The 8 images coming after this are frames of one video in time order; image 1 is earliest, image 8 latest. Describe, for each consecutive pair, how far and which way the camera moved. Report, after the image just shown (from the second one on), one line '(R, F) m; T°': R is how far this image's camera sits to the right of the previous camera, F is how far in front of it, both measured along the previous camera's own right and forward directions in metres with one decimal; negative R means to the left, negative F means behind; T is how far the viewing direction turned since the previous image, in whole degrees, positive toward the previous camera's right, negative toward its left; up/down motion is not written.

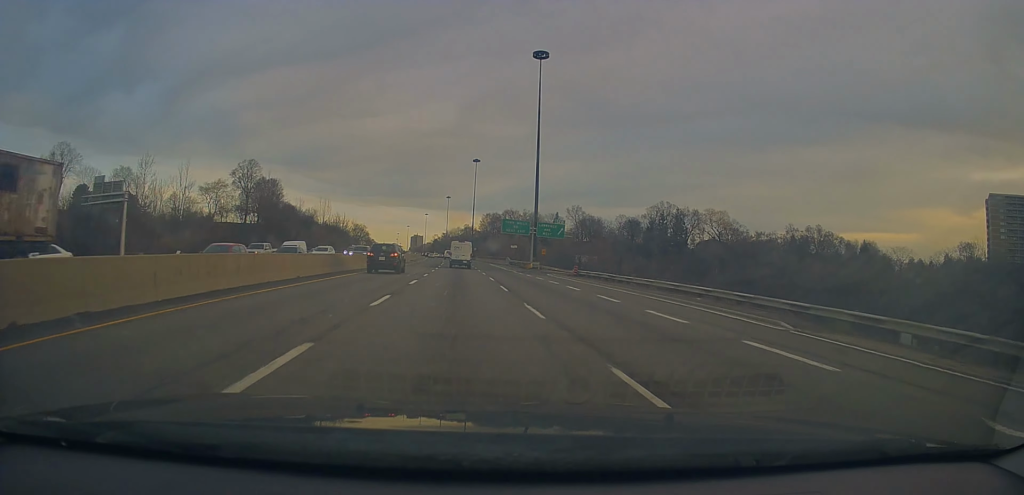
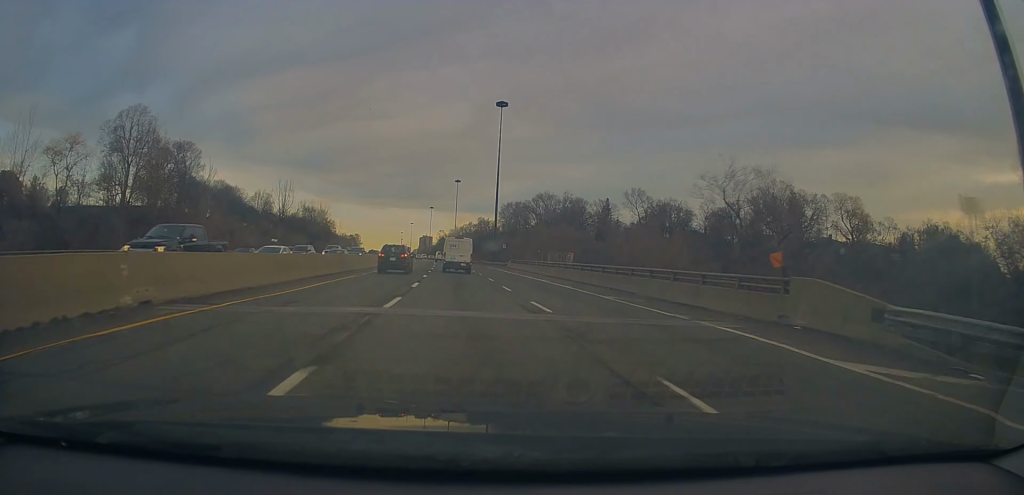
(-0.4, +79.9) m; -2°
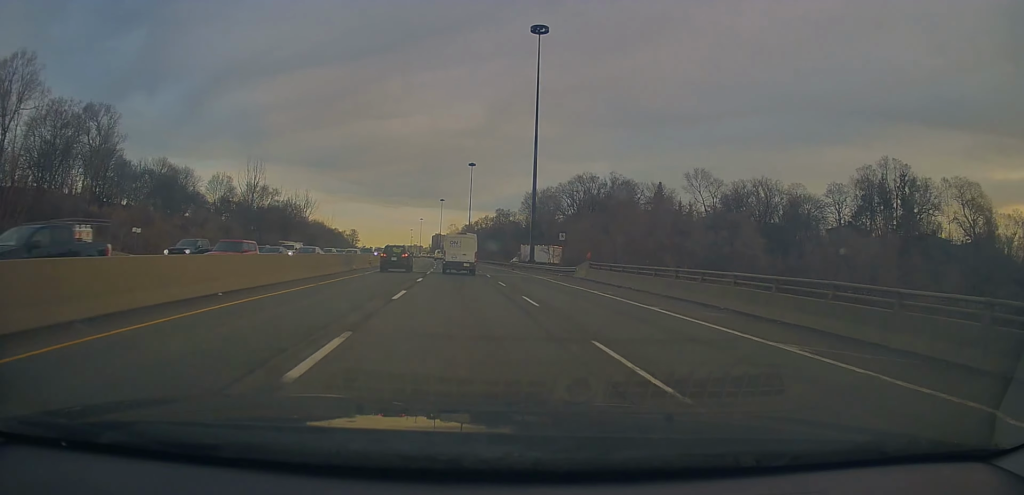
(-0.5, +43.3) m; -1°
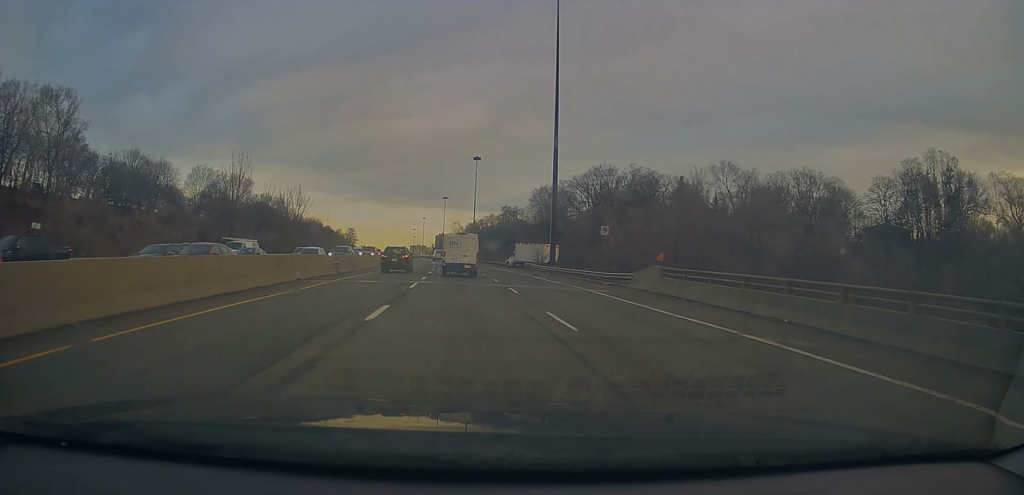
(0.0, +14.2) m; 0°
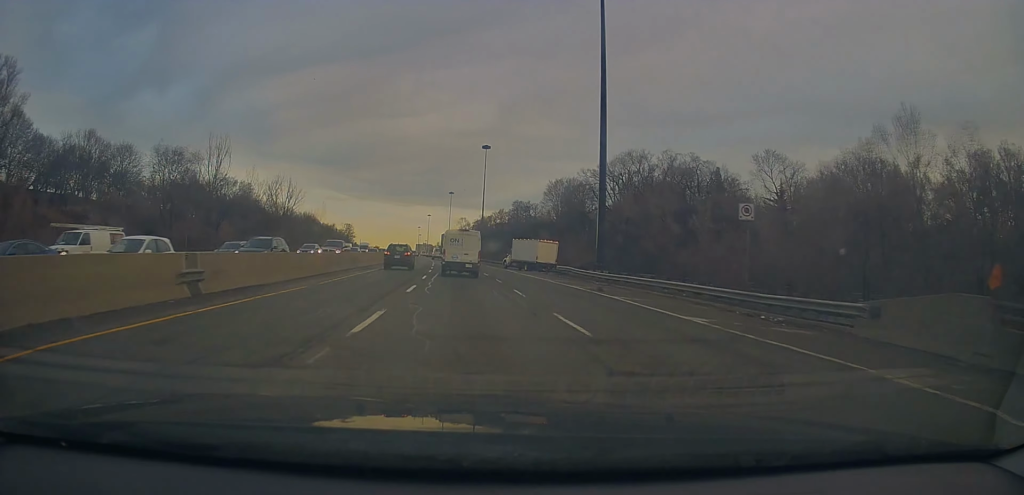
(-0.2, +18.9) m; -1°
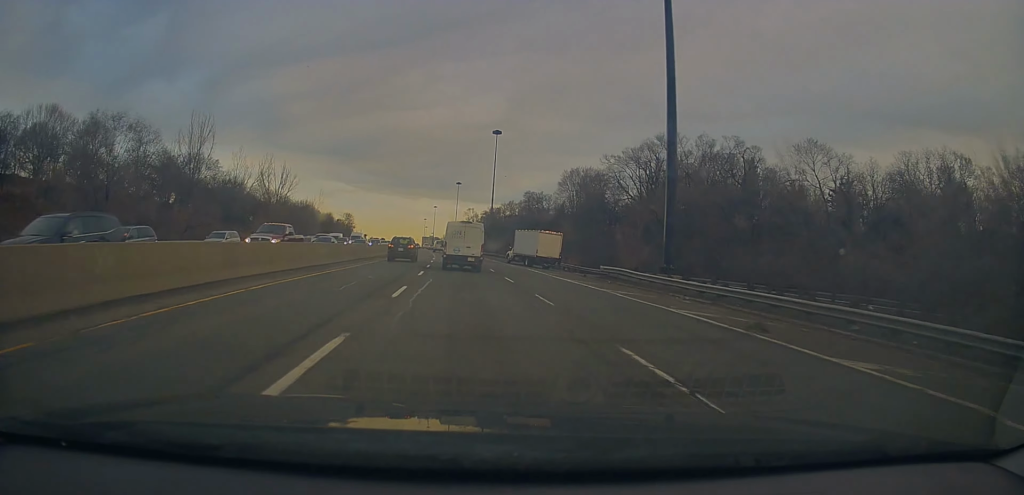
(-0.1, +13.8) m; 0°
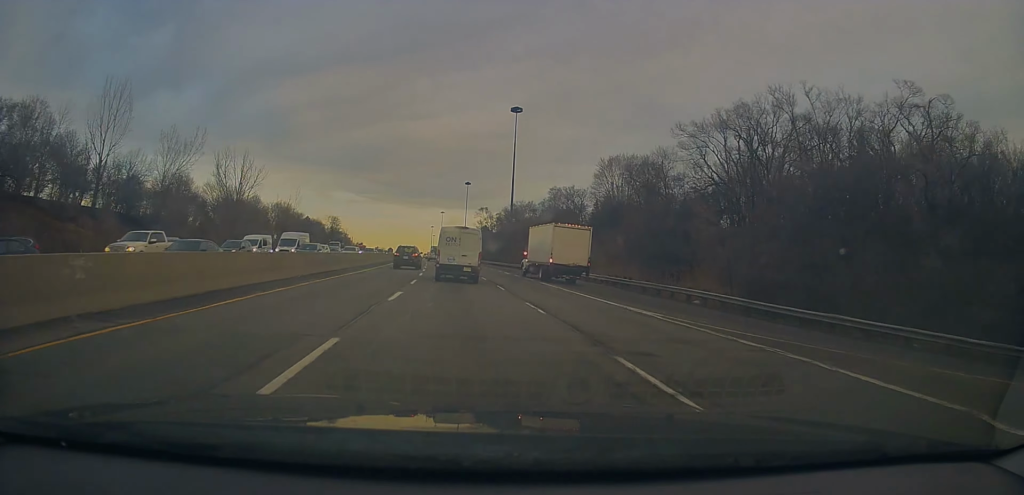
(-0.2, +36.5) m; 0°
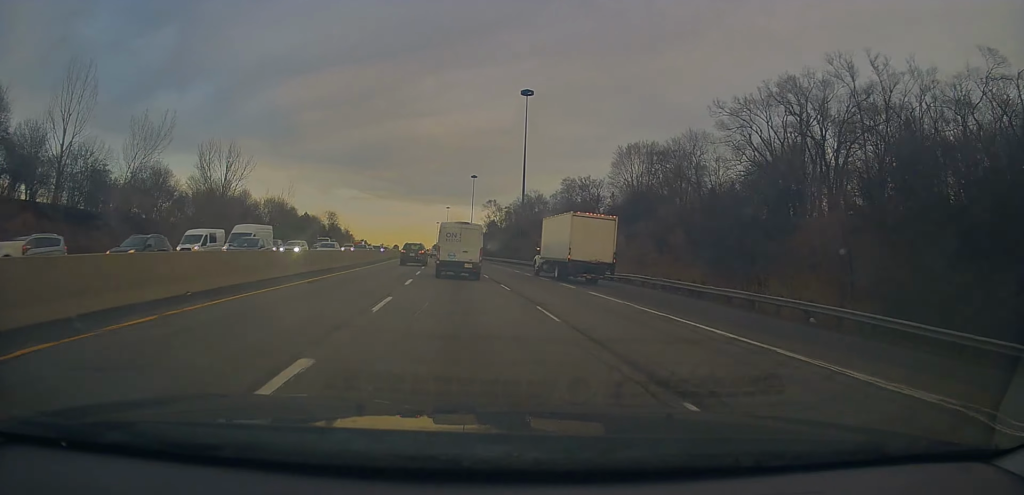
(+0.1, +11.3) m; 0°
